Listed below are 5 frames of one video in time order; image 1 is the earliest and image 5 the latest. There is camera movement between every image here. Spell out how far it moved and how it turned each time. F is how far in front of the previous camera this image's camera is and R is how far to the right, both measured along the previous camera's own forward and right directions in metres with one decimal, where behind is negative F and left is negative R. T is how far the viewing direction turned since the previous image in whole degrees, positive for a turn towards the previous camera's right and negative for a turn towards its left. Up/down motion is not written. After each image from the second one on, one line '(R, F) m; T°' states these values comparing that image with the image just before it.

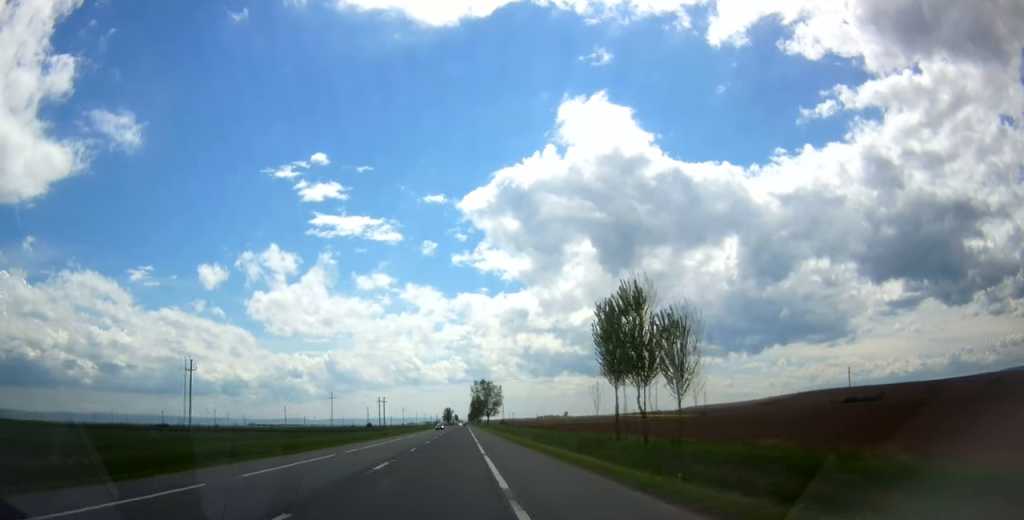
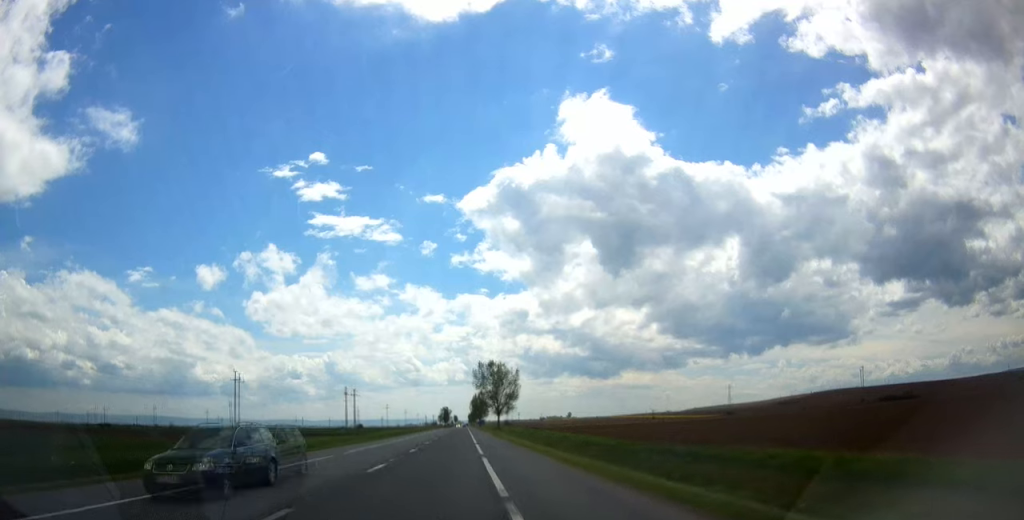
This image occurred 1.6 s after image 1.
(+0.2, +60.4) m; 0°
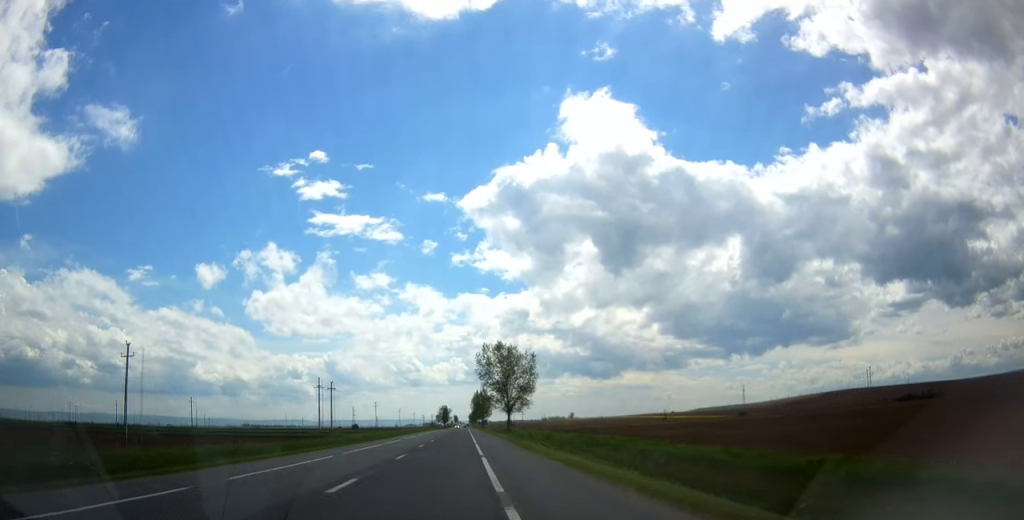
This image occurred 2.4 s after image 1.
(+0.2, +28.1) m; 0°
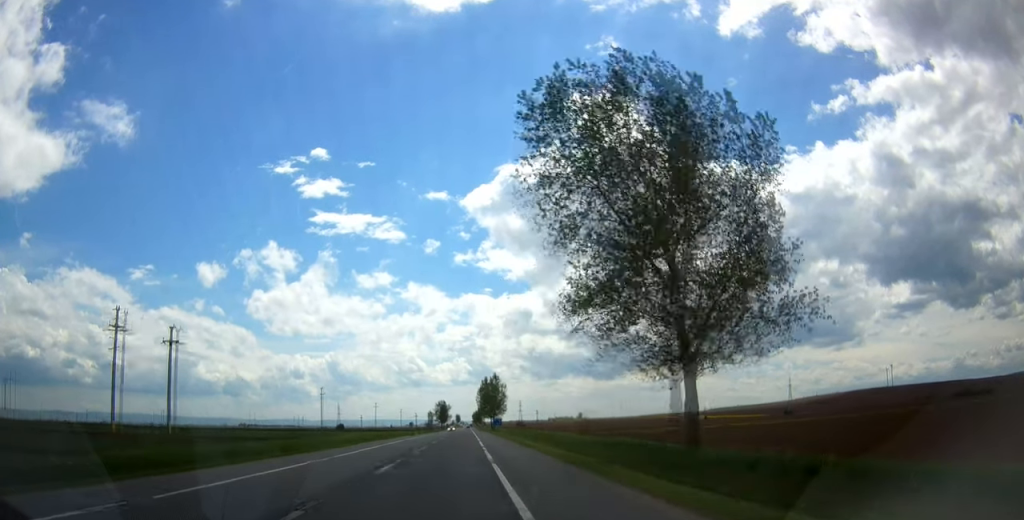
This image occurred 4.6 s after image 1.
(-0.1, +80.1) m; 0°
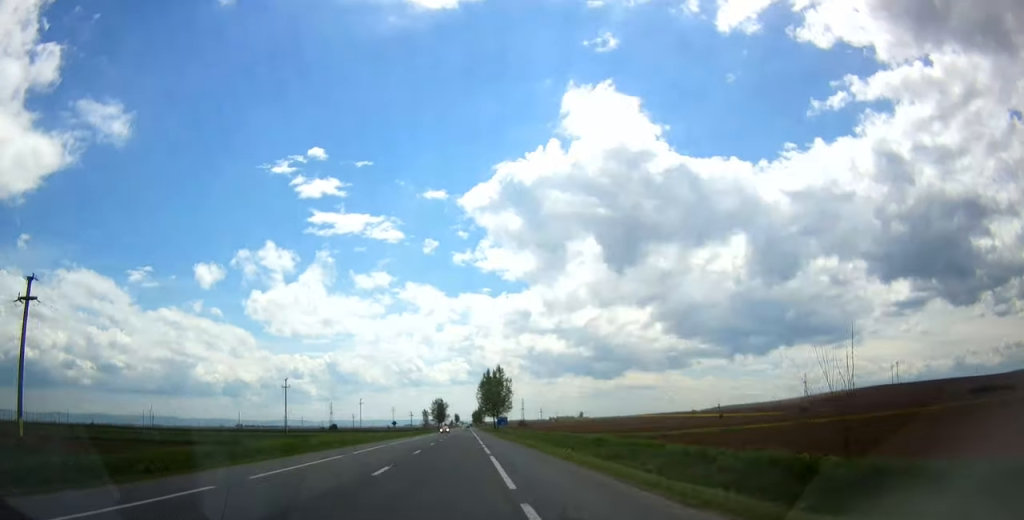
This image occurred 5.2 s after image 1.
(-0.3, +25.2) m; 0°
